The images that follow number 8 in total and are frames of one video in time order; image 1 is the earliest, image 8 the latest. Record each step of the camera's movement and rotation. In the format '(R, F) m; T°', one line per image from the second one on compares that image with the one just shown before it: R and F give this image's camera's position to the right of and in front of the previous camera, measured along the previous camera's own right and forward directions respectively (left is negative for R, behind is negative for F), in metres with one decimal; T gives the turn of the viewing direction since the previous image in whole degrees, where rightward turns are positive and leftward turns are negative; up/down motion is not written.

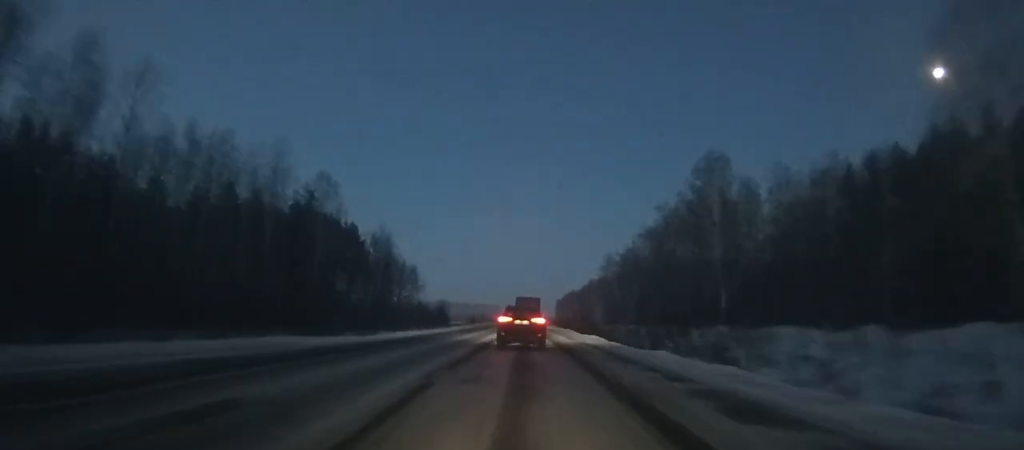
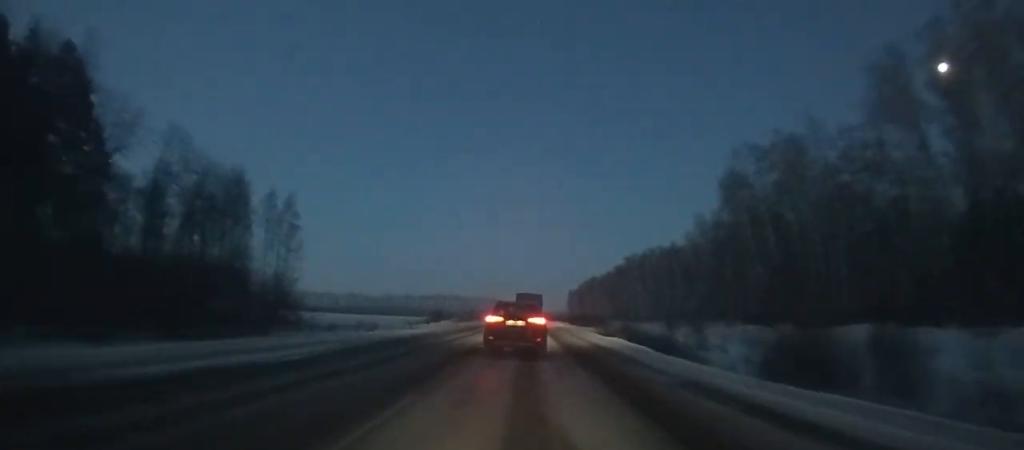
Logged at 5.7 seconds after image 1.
(0.0, +105.5) m; 0°
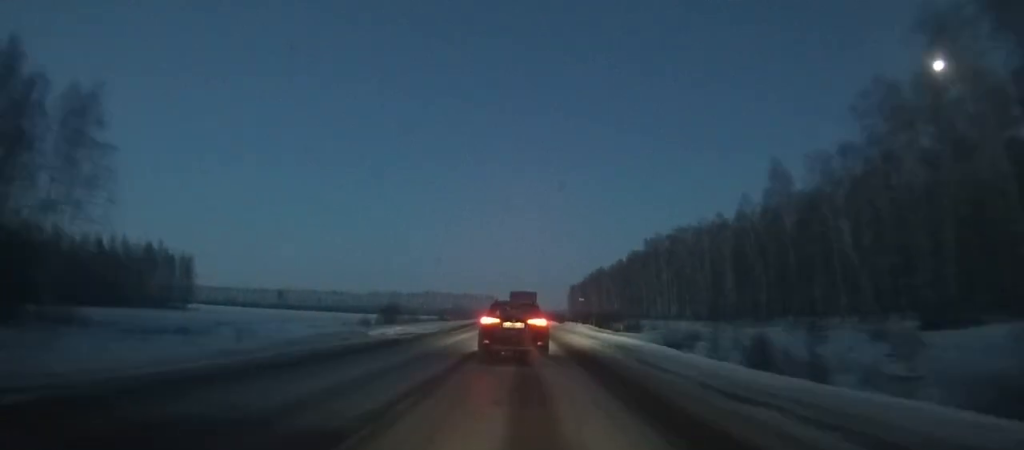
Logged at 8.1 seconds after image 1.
(0.0, +43.6) m; 0°
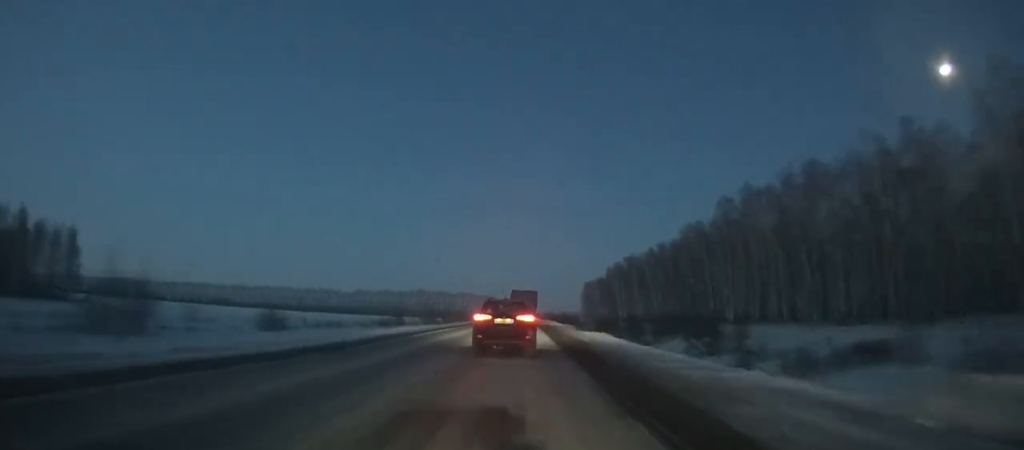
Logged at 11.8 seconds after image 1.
(0.0, +66.8) m; 0°
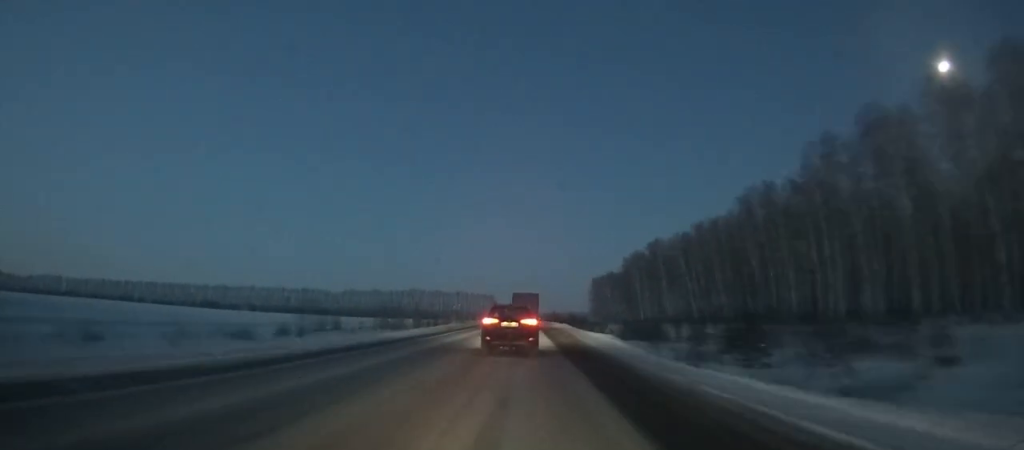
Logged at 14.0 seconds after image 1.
(0.0, +39.8) m; 0°
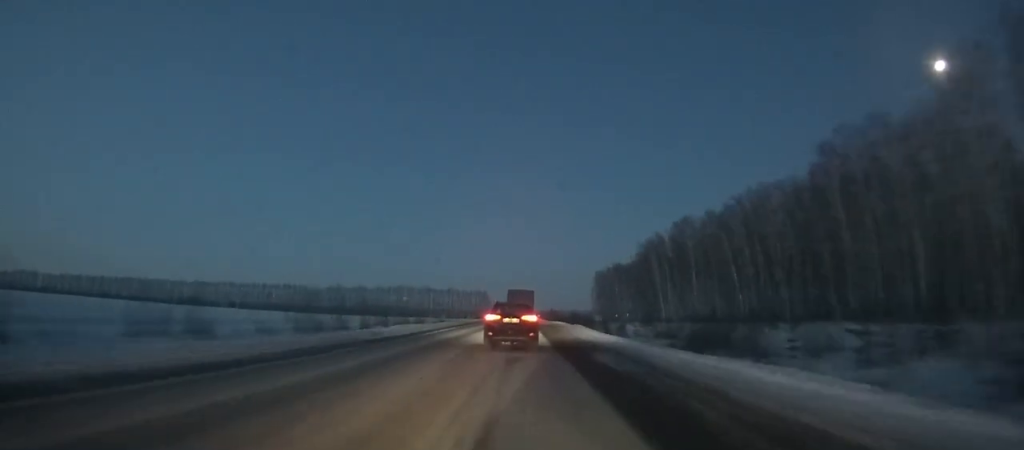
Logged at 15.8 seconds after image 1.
(-0.1, +32.8) m; 0°
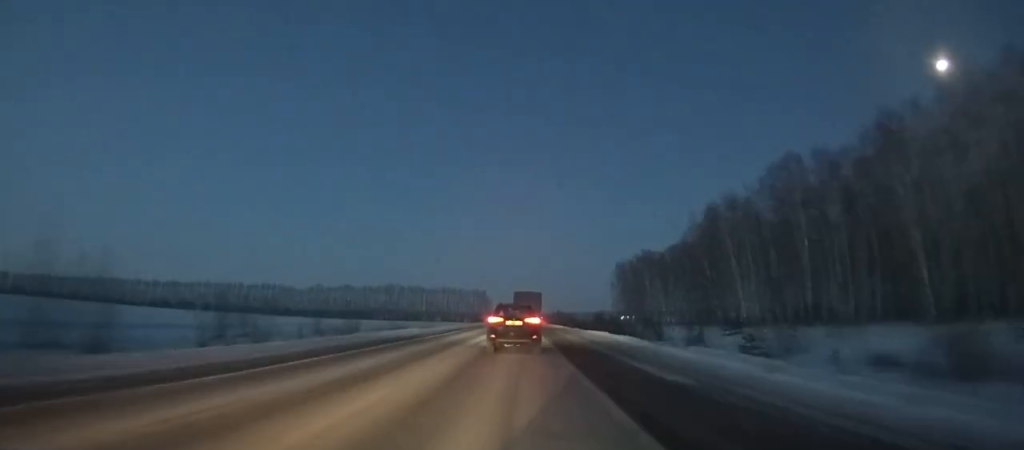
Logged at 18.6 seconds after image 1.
(-0.2, +51.4) m; 0°
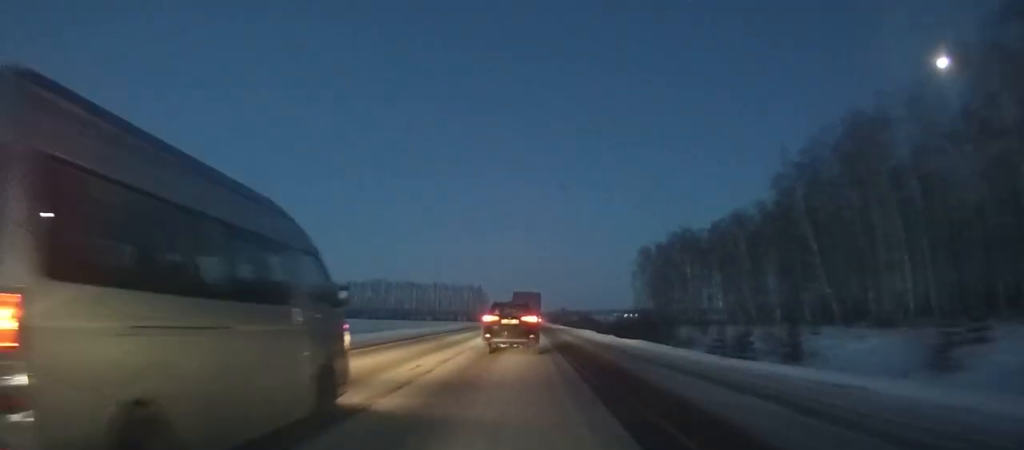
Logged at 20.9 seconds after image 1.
(+0.1, +42.2) m; 0°
